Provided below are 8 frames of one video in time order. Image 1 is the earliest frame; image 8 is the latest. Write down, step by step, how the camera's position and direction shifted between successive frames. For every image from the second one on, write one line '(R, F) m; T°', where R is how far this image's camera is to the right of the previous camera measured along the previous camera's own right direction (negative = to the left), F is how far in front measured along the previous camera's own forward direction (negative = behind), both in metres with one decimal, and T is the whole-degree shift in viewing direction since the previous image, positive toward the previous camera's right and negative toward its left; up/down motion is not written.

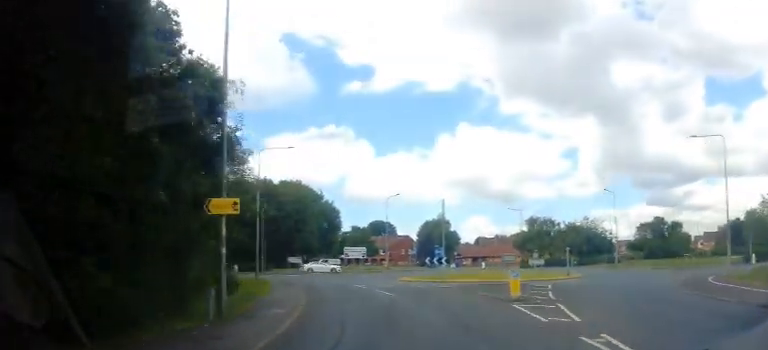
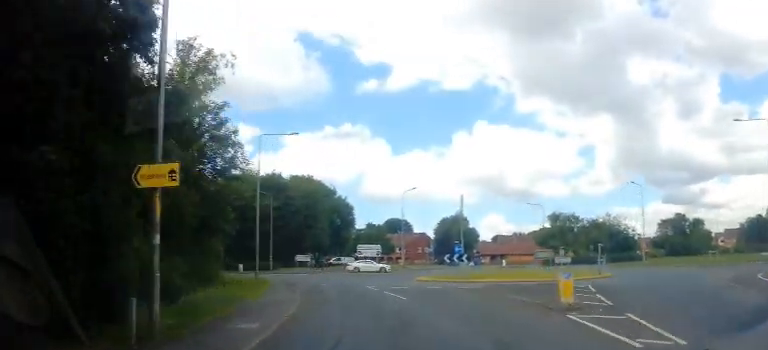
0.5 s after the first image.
(+0.1, +3.8) m; +1°
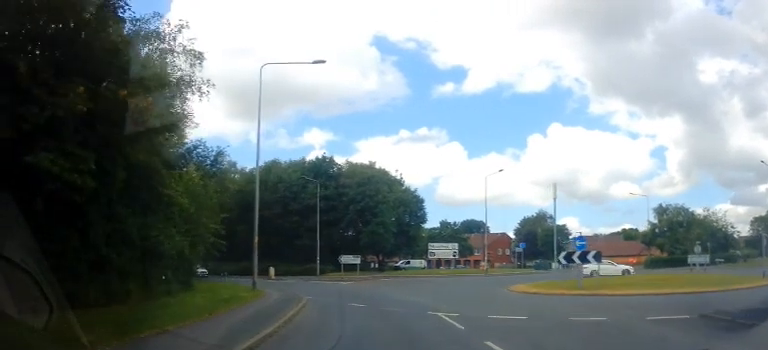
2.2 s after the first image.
(-0.5, +13.6) m; -8°
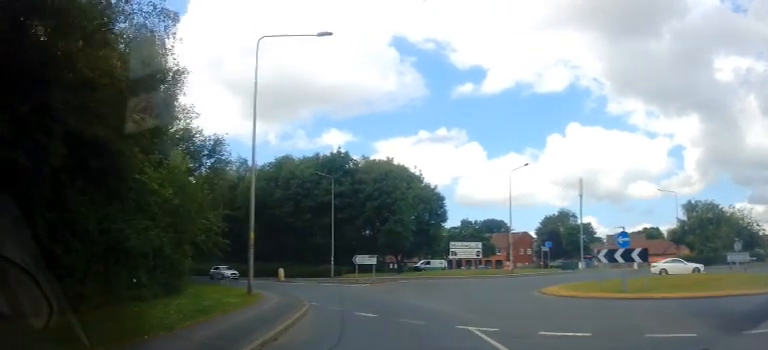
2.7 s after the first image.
(0.0, +3.3) m; -4°
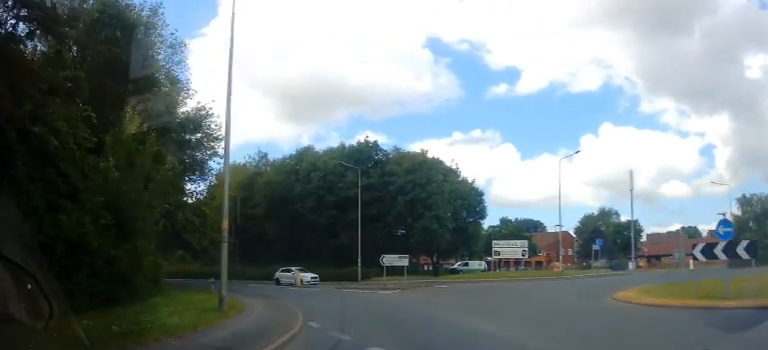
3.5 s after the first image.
(-0.5, +5.6) m; -2°
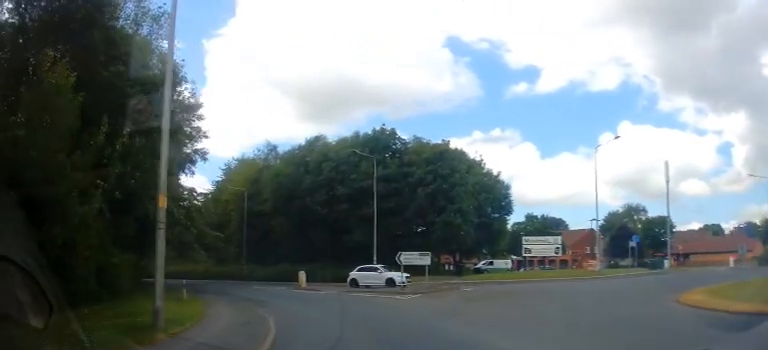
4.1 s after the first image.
(+0.1, +4.1) m; -3°
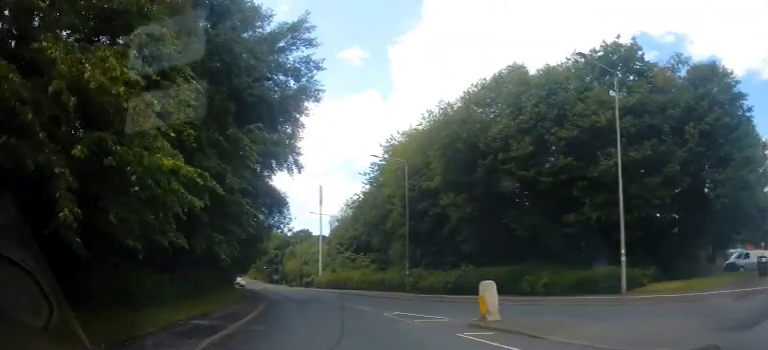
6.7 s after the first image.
(-3.1, +16.6) m; -26°
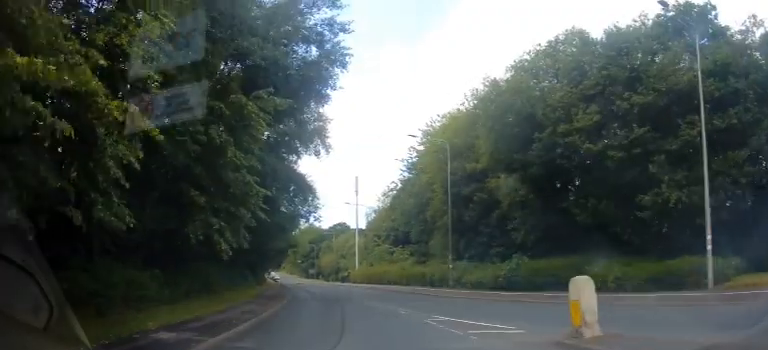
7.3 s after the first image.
(-0.5, +3.9) m; -4°
